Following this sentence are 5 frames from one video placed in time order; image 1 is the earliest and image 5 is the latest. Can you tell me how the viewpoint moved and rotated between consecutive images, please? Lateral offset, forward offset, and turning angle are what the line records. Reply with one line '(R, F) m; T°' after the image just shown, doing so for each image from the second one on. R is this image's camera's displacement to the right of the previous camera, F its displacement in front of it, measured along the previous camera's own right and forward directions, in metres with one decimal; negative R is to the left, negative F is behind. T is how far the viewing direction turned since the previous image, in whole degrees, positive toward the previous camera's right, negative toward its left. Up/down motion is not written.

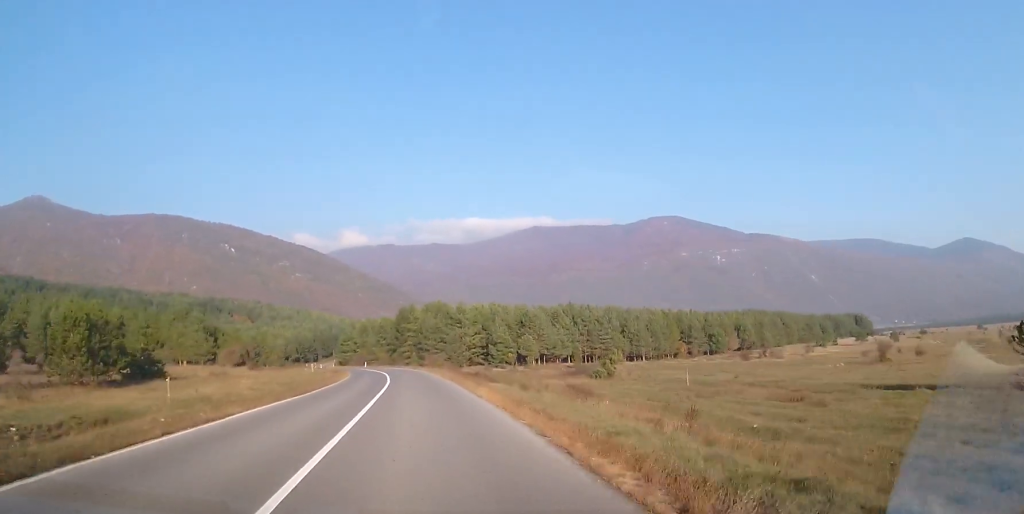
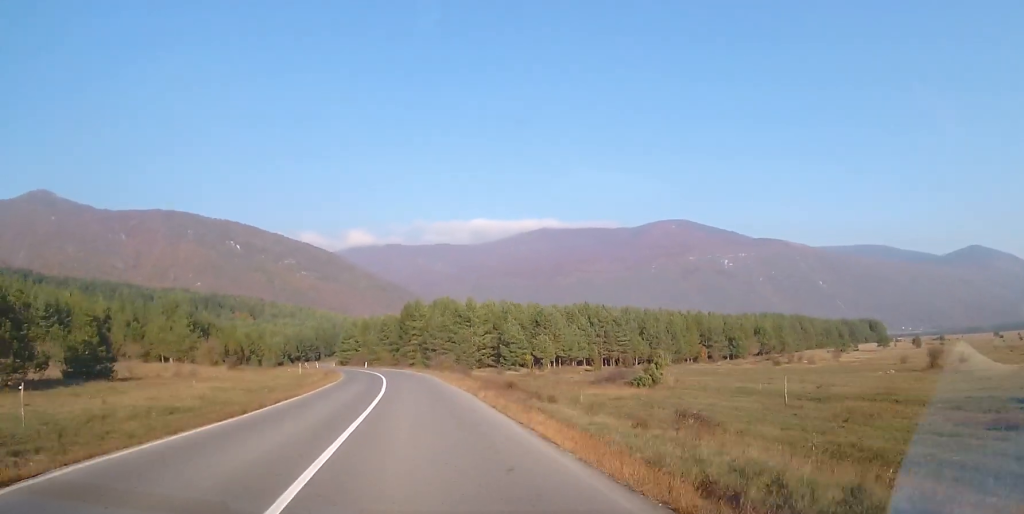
(0.0, +9.2) m; 0°
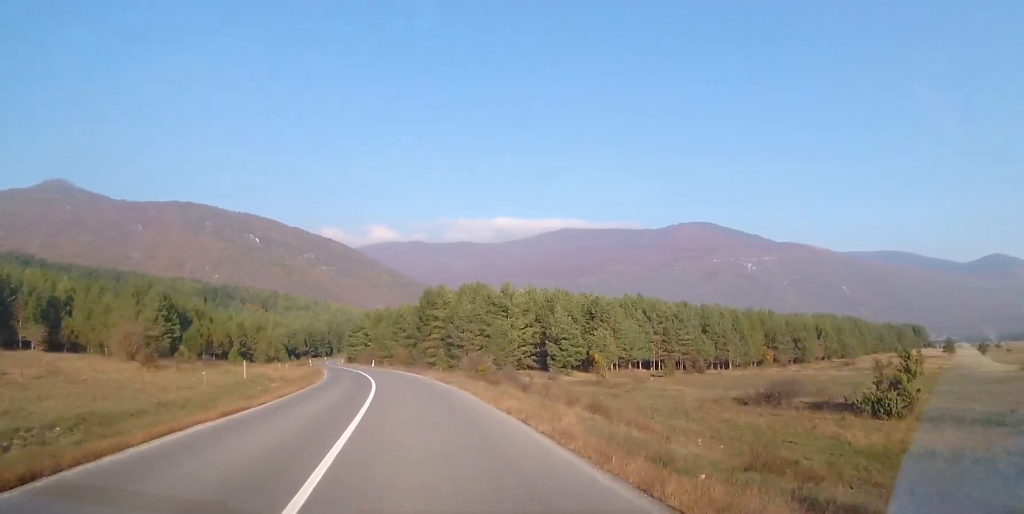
(-0.2, +22.9) m; -2°
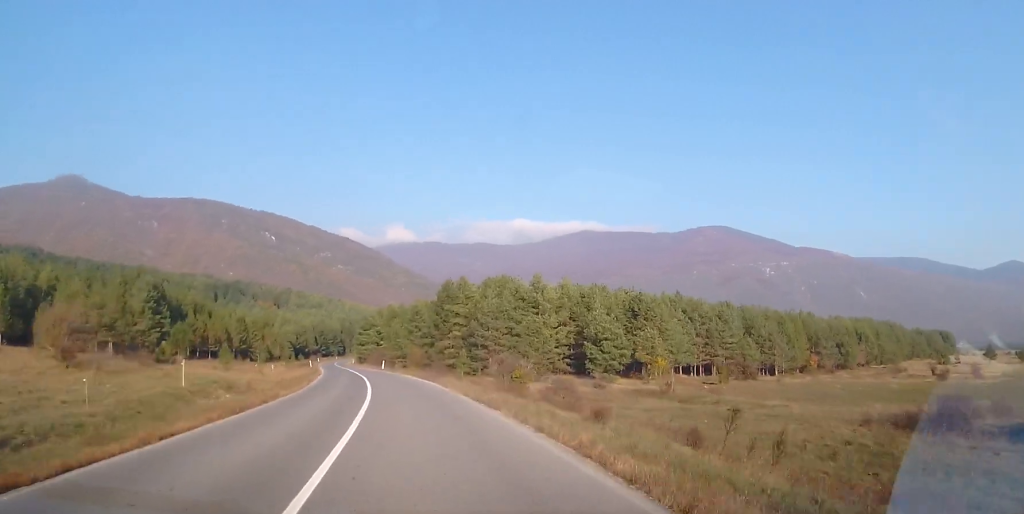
(-0.1, +10.9) m; -2°
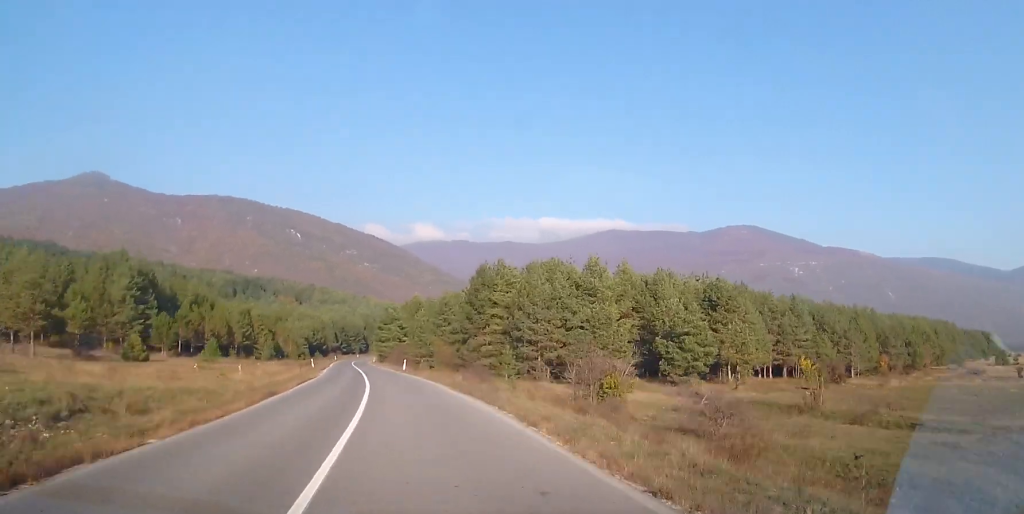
(-0.3, +14.3) m; -3°
